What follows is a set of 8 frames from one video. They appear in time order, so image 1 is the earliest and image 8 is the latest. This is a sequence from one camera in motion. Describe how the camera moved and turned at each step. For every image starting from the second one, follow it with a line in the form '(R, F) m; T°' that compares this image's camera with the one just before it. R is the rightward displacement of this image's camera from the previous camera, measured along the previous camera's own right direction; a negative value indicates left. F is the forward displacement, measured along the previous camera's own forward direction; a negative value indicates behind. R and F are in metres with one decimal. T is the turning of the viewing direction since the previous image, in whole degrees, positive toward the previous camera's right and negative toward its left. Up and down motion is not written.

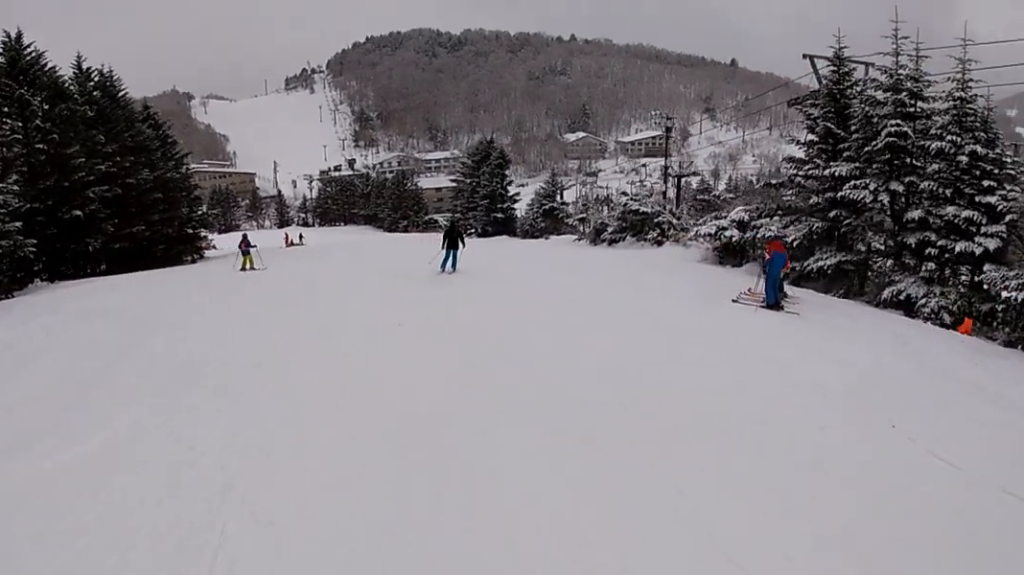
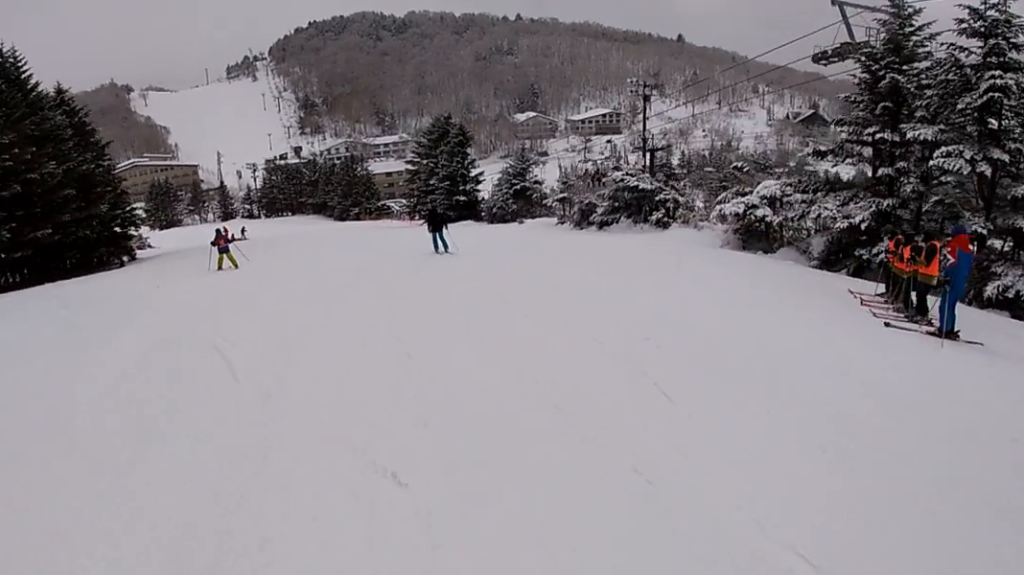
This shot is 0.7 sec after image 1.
(+0.1, +6.0) m; +1°
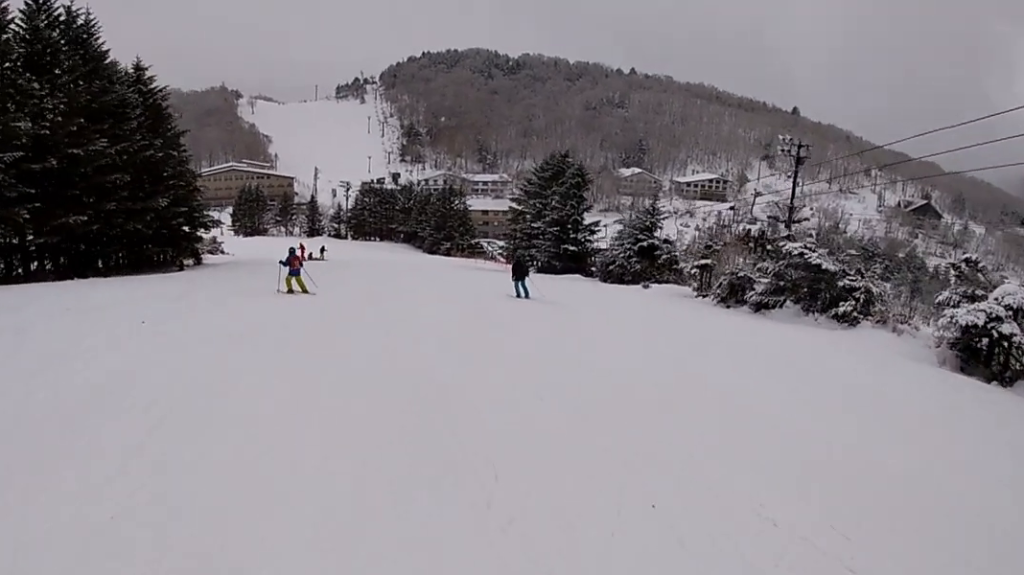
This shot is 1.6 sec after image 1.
(0.0, +6.9) m; 0°
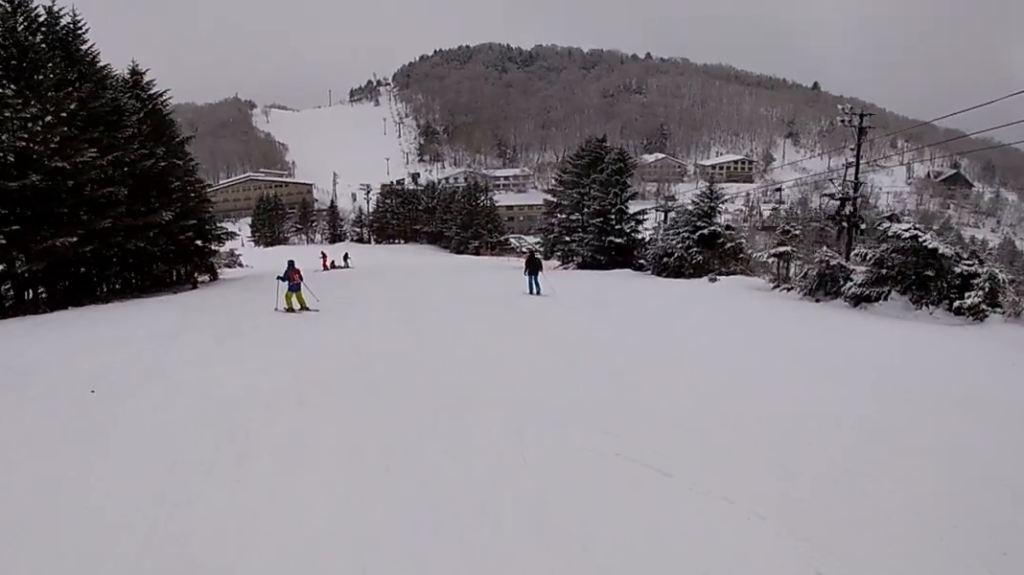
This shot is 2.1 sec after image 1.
(0.0, +4.1) m; 0°
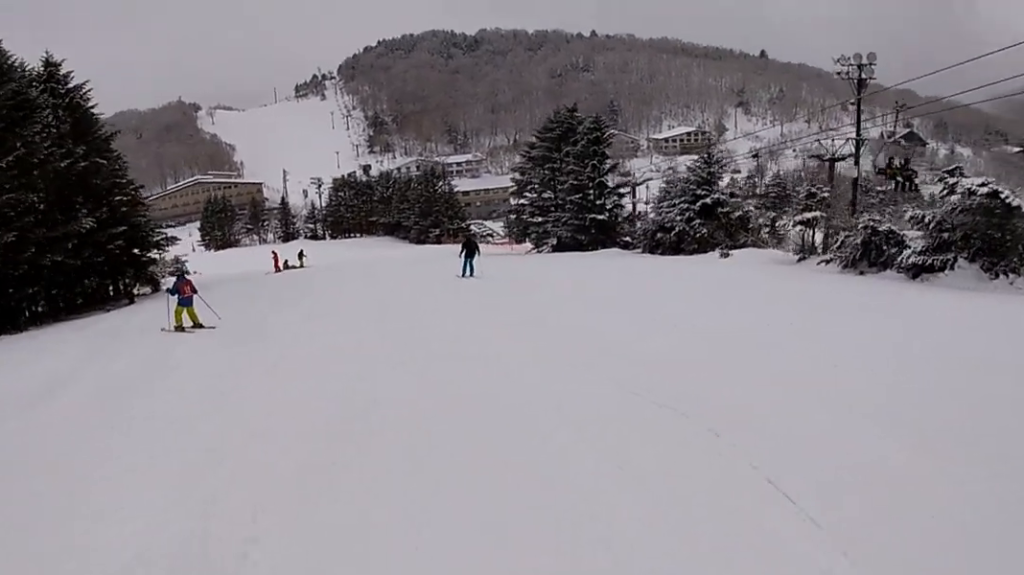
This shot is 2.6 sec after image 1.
(0.0, +5.0) m; -1°
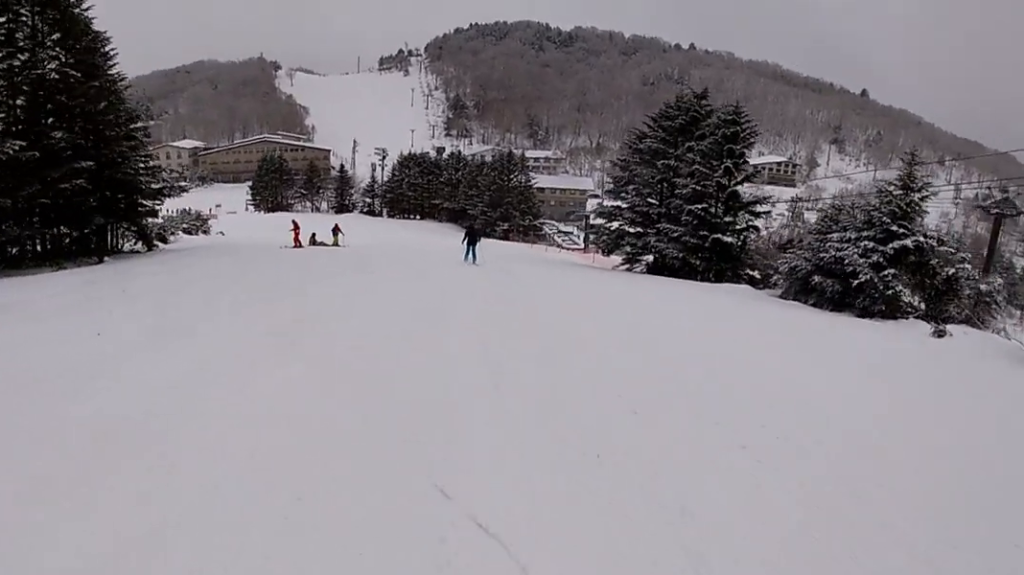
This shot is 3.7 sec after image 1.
(-0.3, +9.9) m; -1°
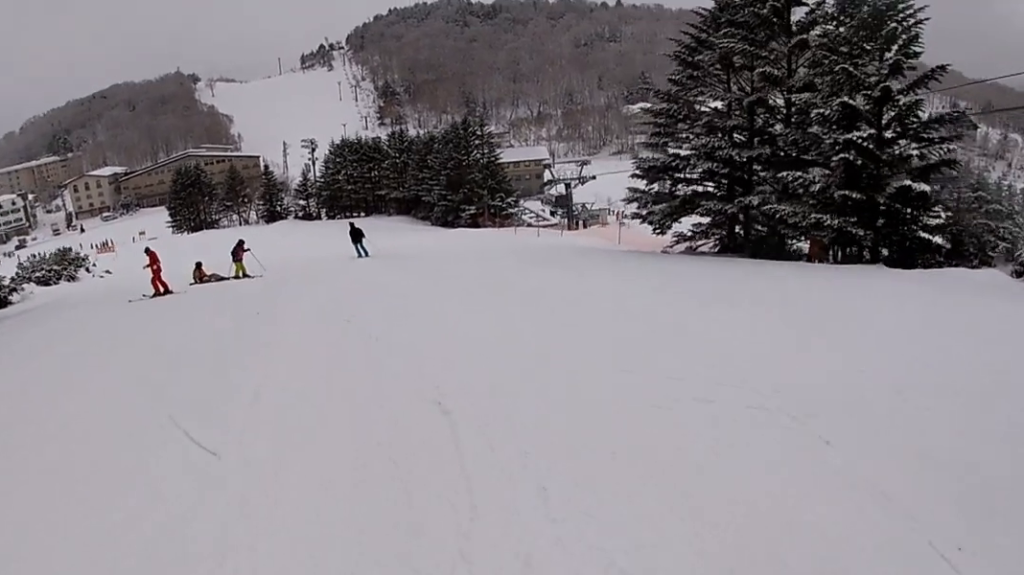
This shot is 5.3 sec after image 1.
(+0.1, +15.0) m; -3°
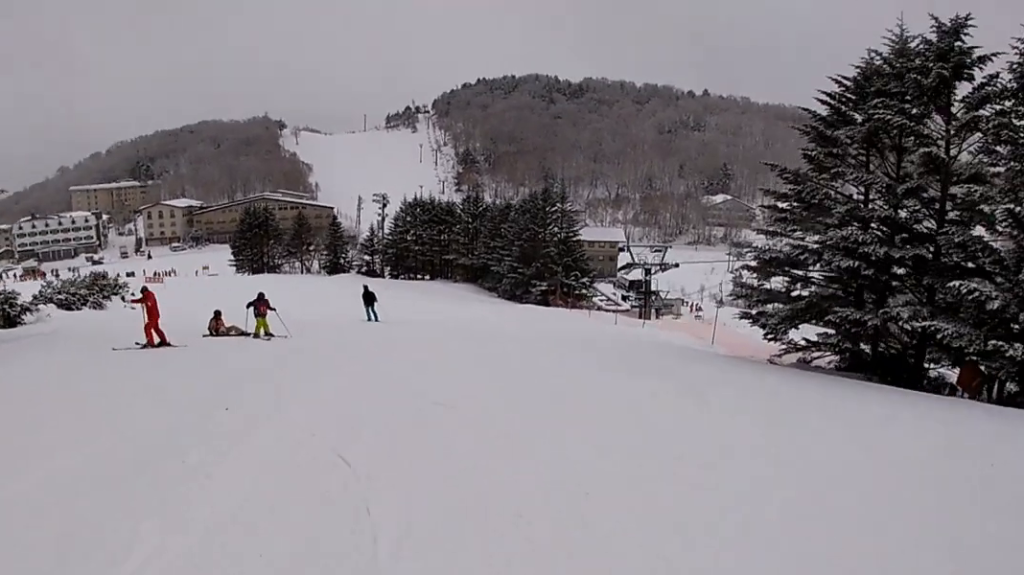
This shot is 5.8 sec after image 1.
(0.0, +4.5) m; -5°
